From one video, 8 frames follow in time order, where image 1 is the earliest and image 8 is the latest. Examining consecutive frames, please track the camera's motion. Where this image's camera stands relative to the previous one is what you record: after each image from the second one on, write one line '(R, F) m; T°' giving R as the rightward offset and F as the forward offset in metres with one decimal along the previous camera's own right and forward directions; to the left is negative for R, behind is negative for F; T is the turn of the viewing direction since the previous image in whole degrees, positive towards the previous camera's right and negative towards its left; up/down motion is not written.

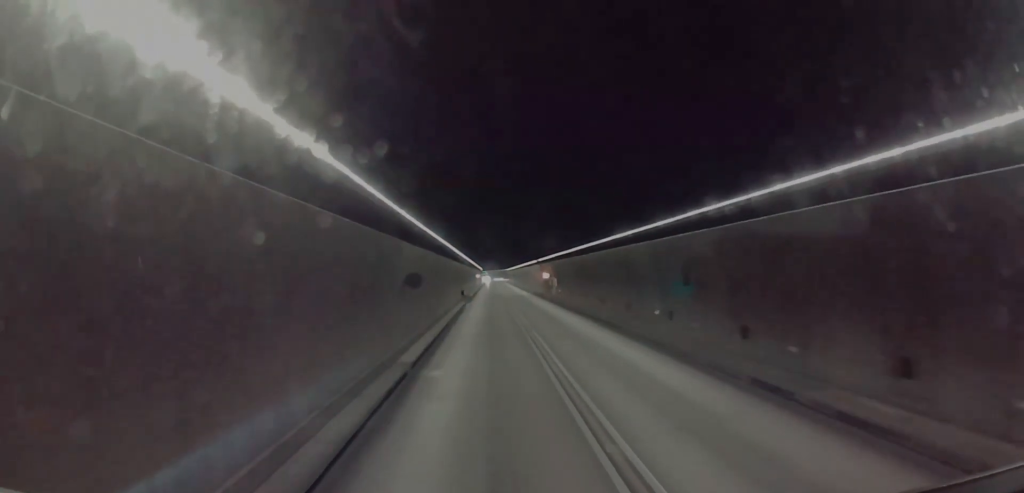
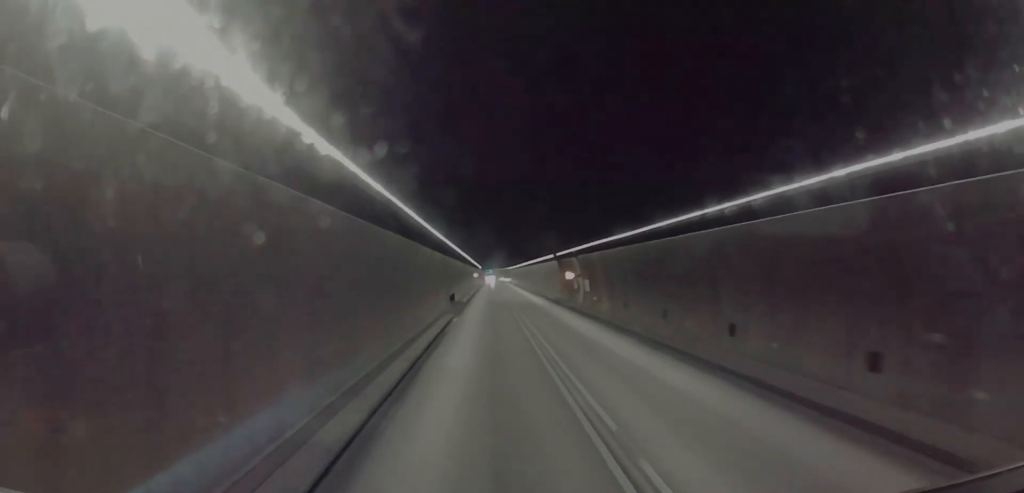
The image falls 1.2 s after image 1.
(-0.1, +22.6) m; 0°
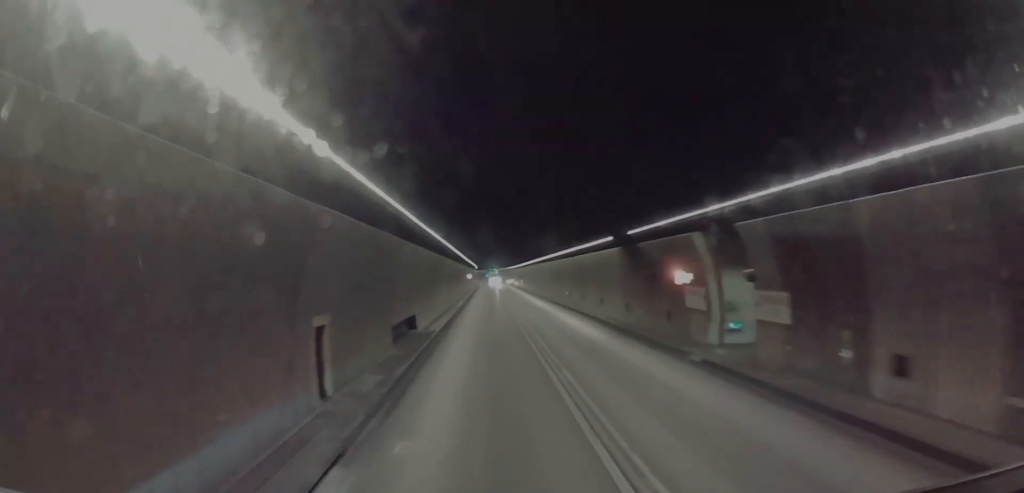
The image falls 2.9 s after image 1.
(0.0, +31.4) m; 0°
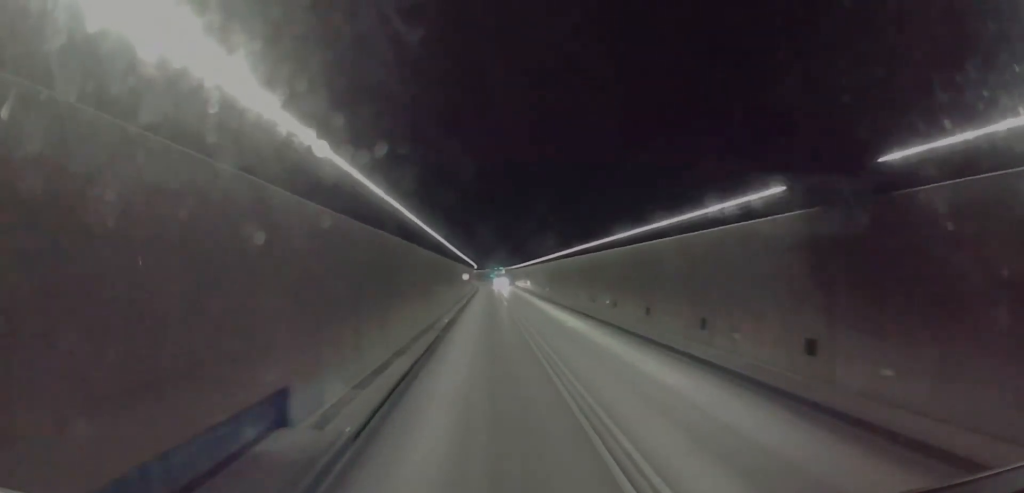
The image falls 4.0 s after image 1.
(0.0, +18.8) m; 0°
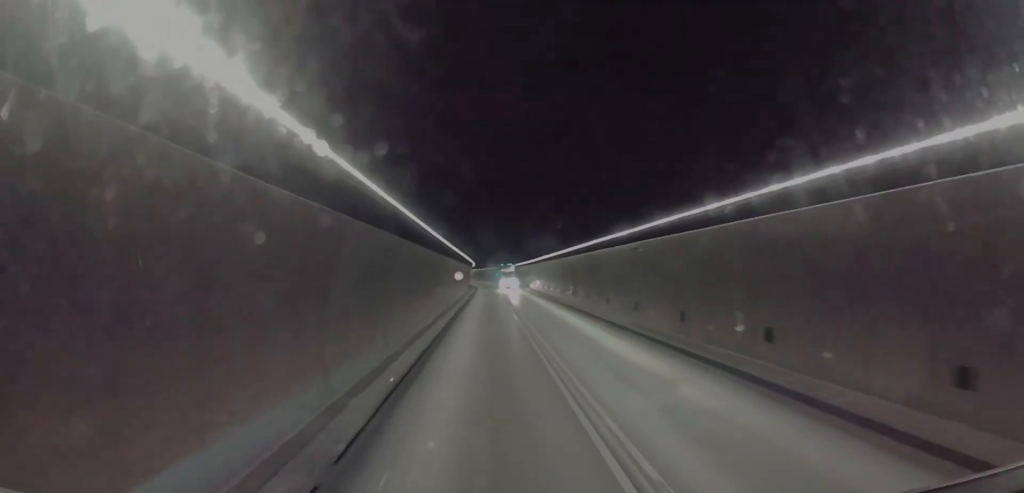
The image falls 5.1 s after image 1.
(+0.3, +19.8) m; +1°
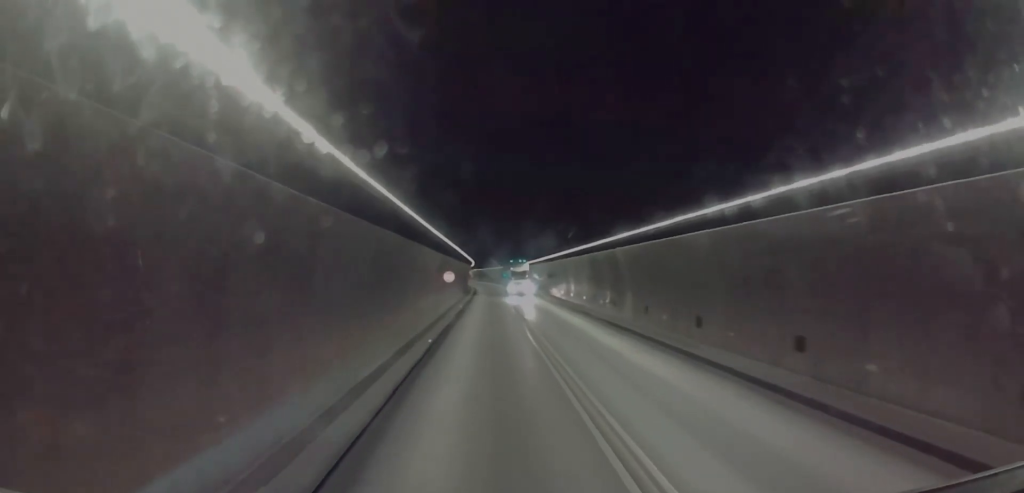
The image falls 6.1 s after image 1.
(+0.1, +16.6) m; -1°
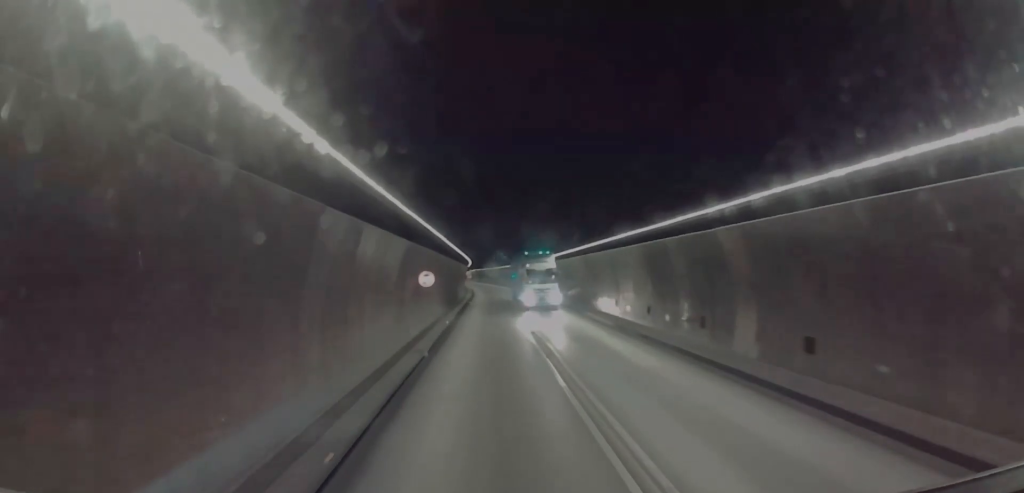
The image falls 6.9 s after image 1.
(-0.3, +14.7) m; -1°
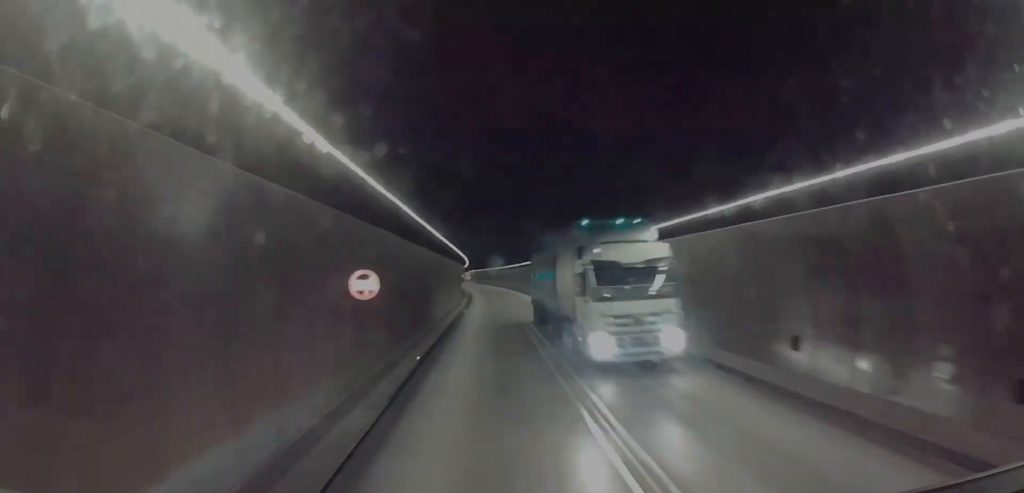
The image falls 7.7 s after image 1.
(-0.1, +13.9) m; 0°
